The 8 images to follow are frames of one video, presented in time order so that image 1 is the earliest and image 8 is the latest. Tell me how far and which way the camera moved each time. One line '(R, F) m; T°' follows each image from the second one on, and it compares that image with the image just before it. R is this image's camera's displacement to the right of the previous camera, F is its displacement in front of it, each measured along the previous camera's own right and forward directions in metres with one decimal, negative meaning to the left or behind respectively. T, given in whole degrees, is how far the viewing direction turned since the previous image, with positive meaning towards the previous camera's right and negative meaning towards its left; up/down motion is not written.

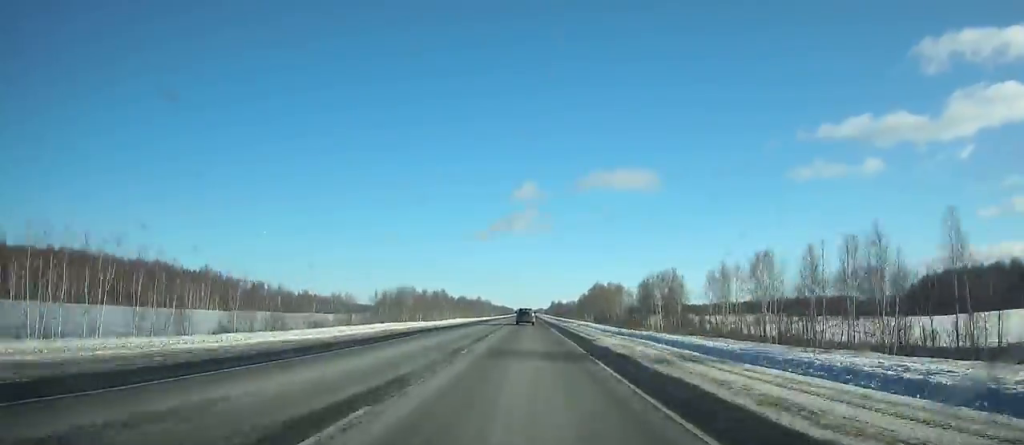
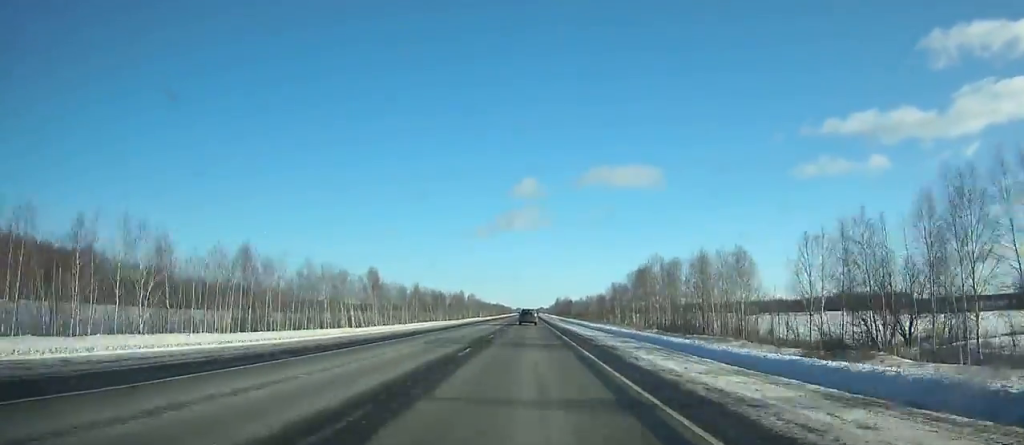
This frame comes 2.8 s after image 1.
(0.0, +84.1) m; 0°
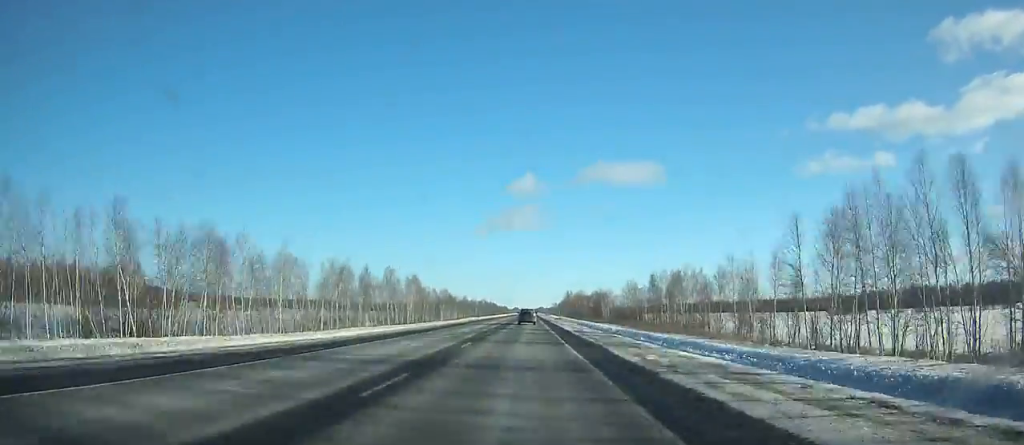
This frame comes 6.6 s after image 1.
(-0.1, +114.7) m; 0°
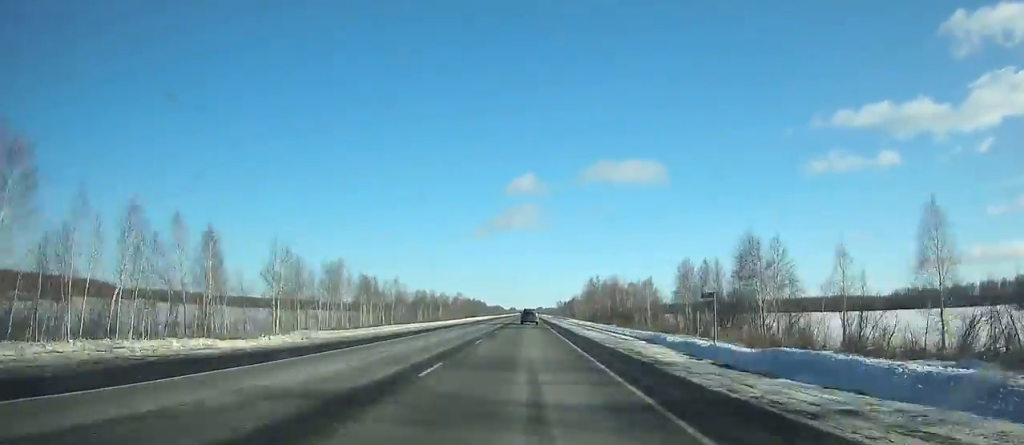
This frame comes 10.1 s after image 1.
(+0.2, +106.0) m; 0°
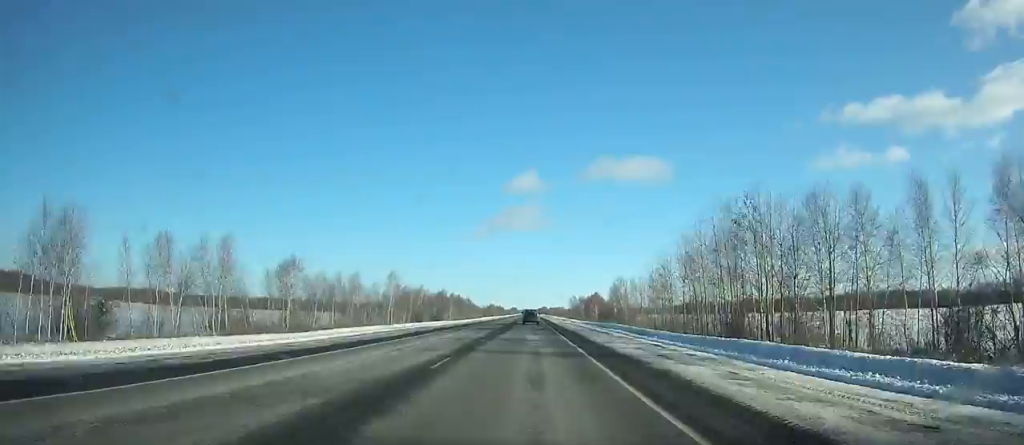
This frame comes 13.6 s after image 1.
(+0.1, +106.4) m; 0°
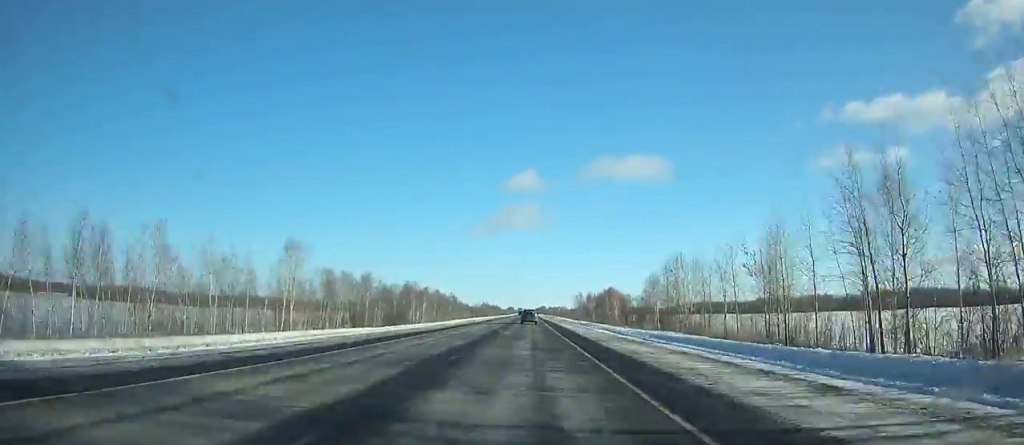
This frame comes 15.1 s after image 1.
(0.0, +45.8) m; 0°
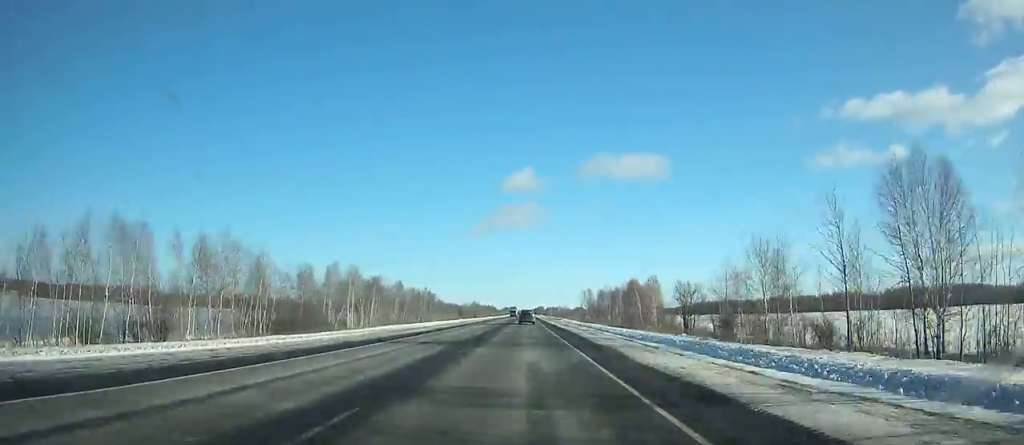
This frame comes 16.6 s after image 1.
(0.0, +45.9) m; 0°
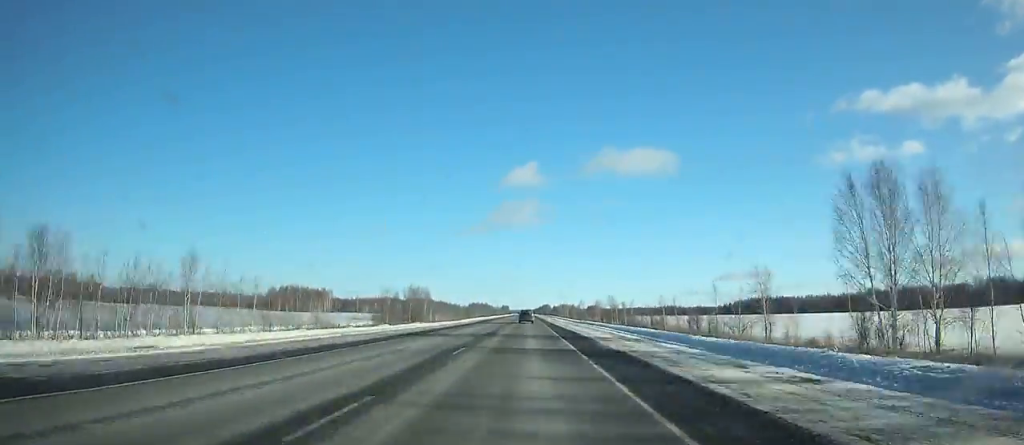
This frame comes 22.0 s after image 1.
(-0.3, +166.0) m; 0°
